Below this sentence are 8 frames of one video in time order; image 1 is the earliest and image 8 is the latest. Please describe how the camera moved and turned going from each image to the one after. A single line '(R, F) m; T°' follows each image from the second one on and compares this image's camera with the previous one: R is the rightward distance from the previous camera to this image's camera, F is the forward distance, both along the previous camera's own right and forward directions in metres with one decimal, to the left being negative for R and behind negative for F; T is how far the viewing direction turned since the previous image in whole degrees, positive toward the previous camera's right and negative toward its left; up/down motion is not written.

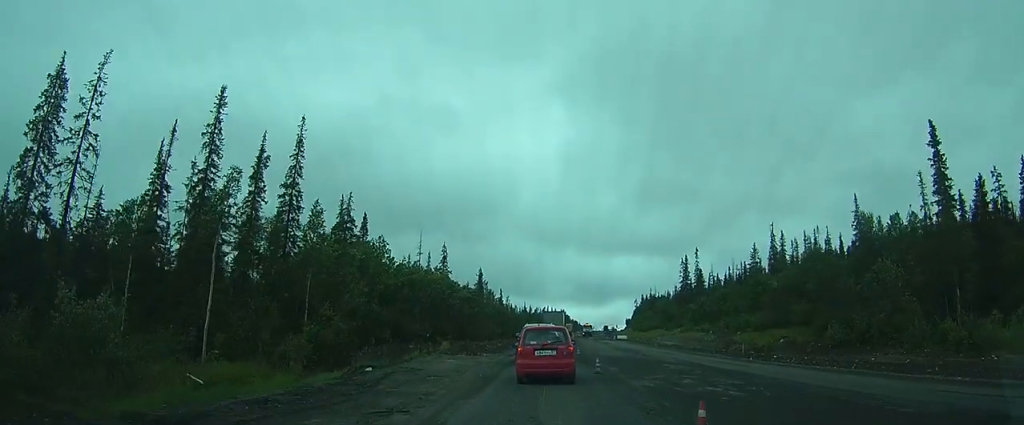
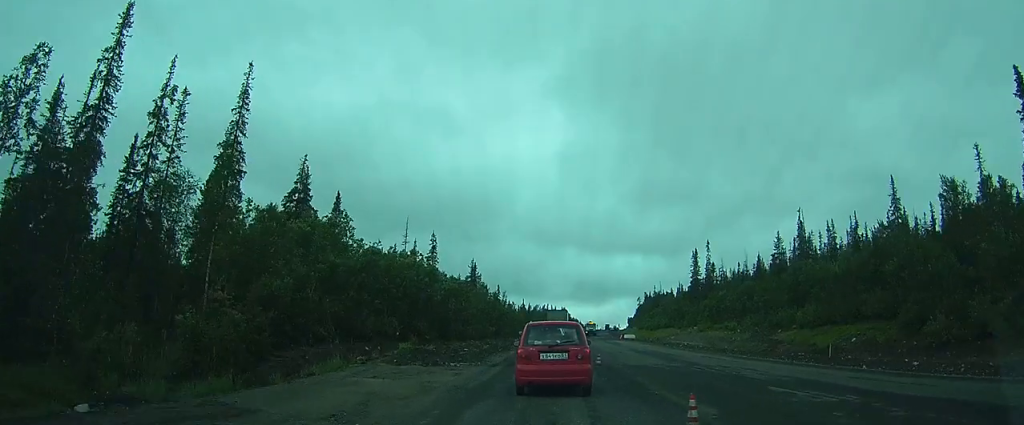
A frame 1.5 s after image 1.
(0.0, +12.8) m; -2°
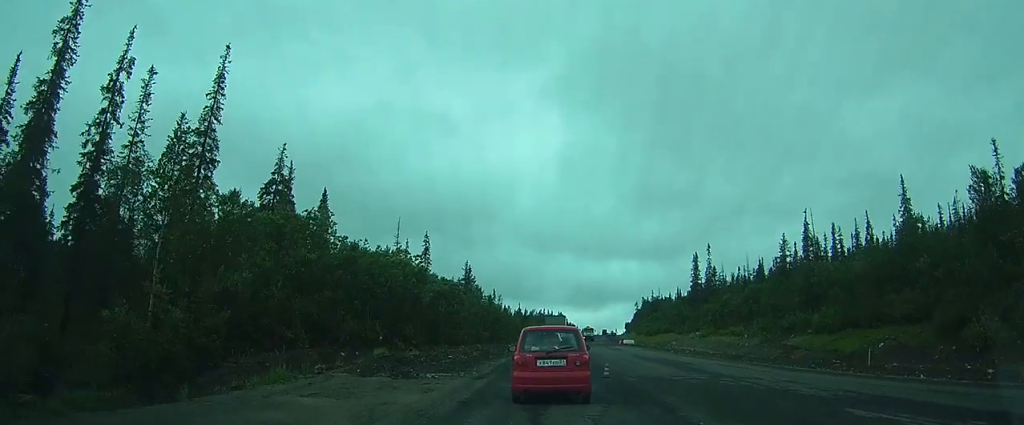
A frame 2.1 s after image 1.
(-0.1, +4.2) m; -2°
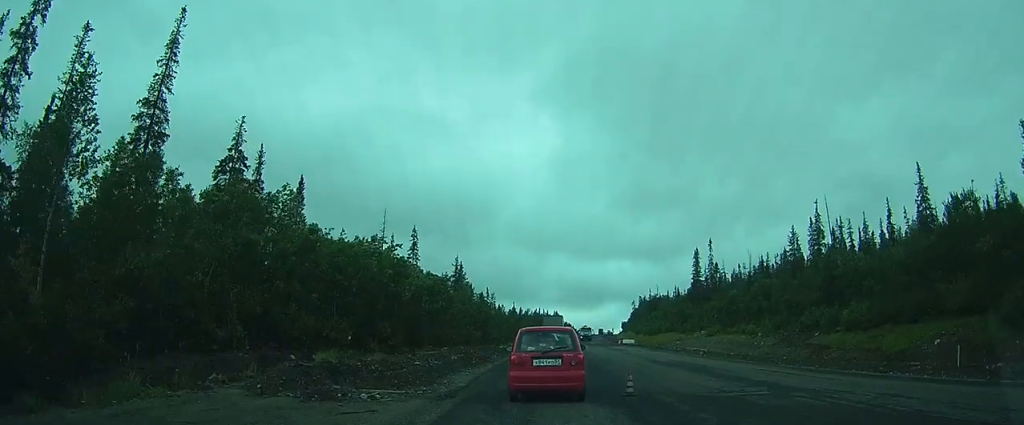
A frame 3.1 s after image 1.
(-0.2, +6.6) m; -1°
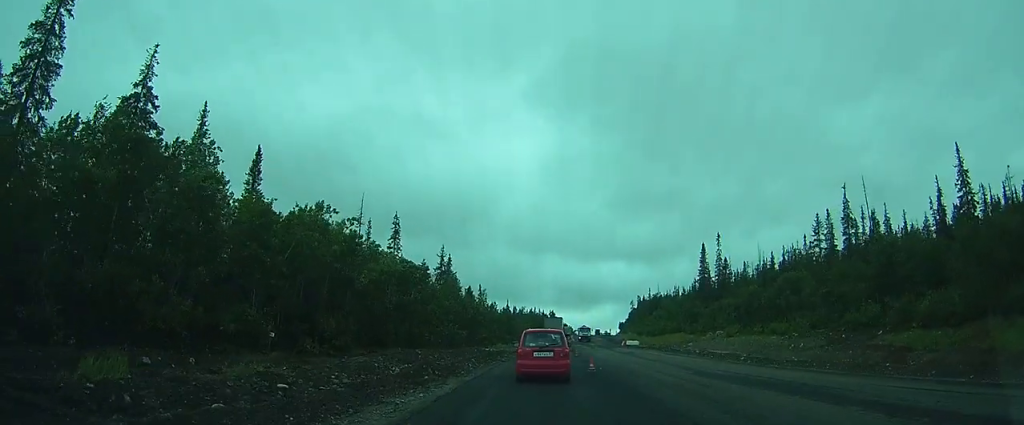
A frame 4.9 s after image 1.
(+0.2, +11.1) m; +1°
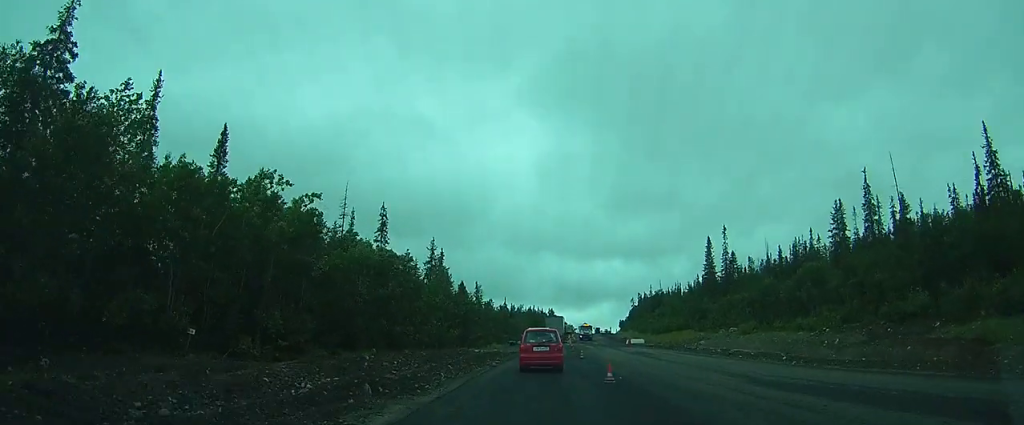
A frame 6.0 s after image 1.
(0.0, +6.2) m; -1°
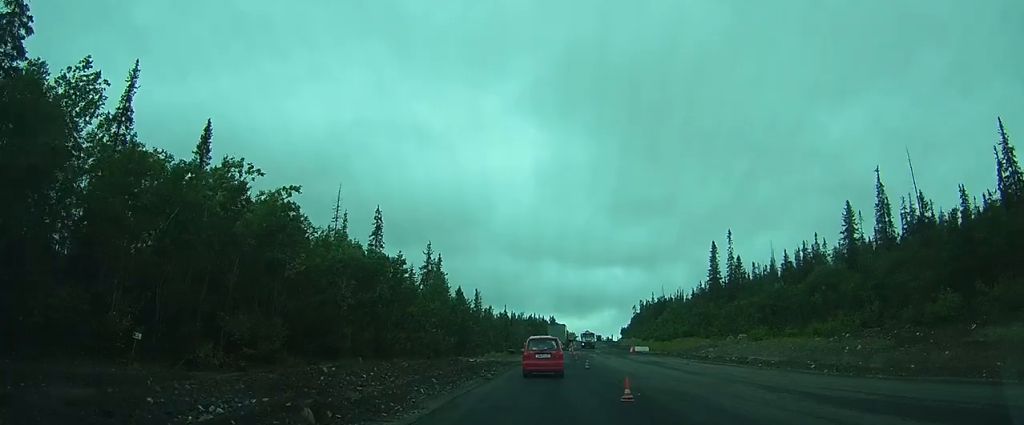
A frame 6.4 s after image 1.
(0.0, +2.7) m; -1°
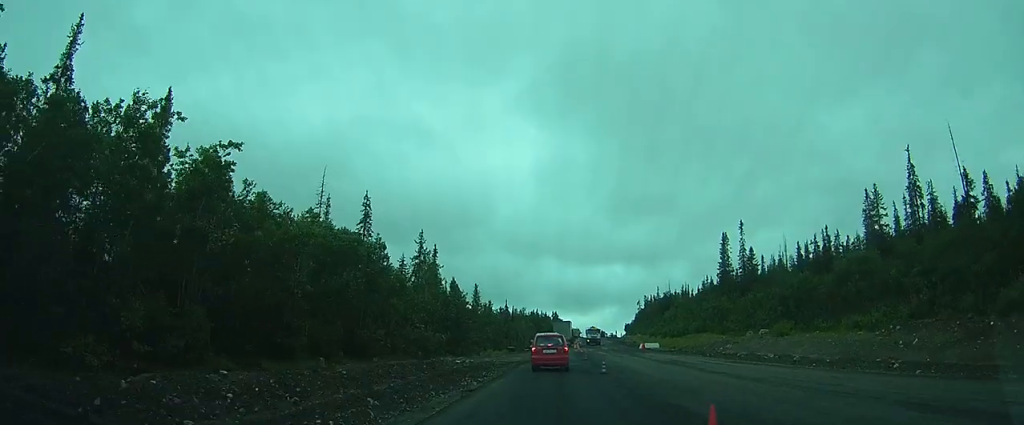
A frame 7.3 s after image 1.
(-0.2, +5.4) m; -1°
